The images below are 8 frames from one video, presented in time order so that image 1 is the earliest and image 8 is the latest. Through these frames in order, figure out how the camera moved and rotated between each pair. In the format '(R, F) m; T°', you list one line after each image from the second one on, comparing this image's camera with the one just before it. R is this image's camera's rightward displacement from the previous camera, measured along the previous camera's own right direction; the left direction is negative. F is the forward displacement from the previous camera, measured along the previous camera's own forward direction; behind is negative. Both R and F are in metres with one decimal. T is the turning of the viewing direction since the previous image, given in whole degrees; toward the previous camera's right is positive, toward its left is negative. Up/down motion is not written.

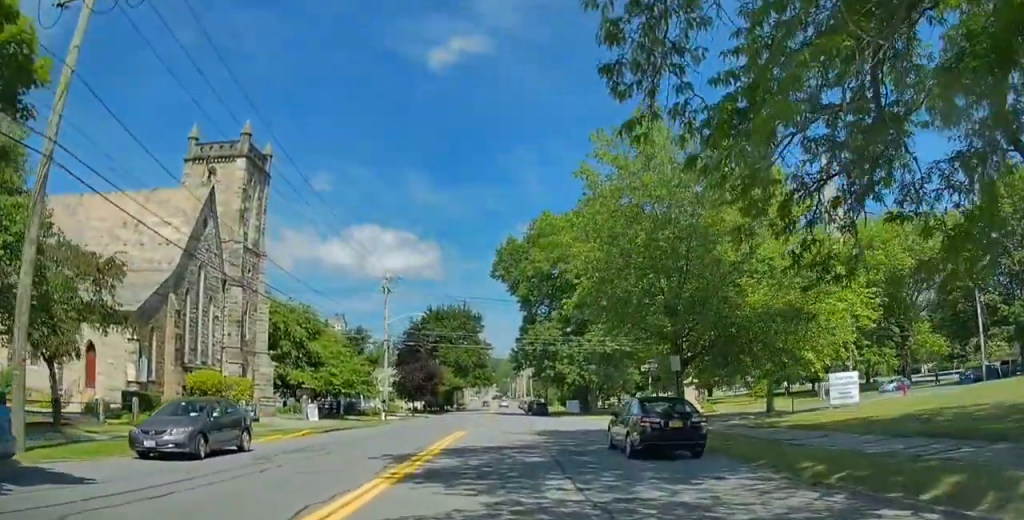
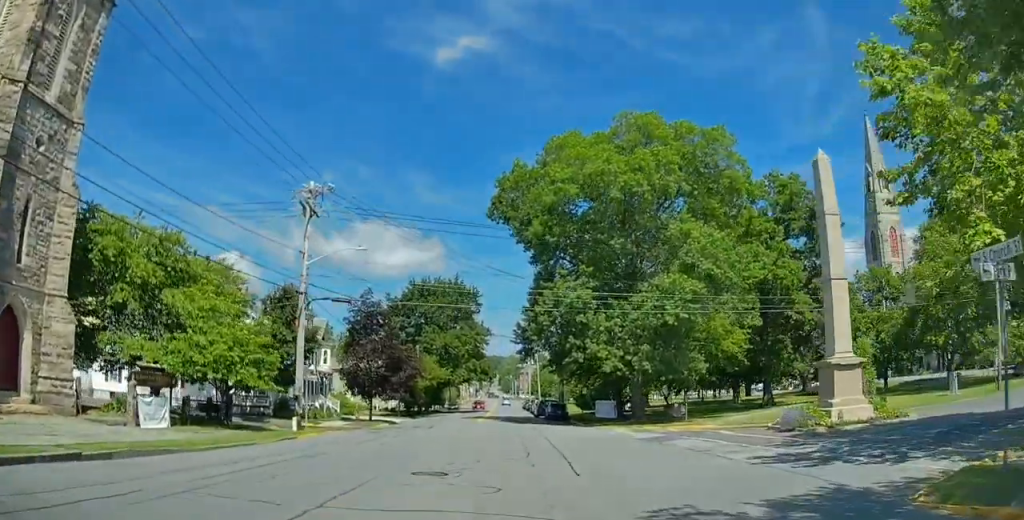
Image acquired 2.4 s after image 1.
(-0.2, +24.1) m; -2°
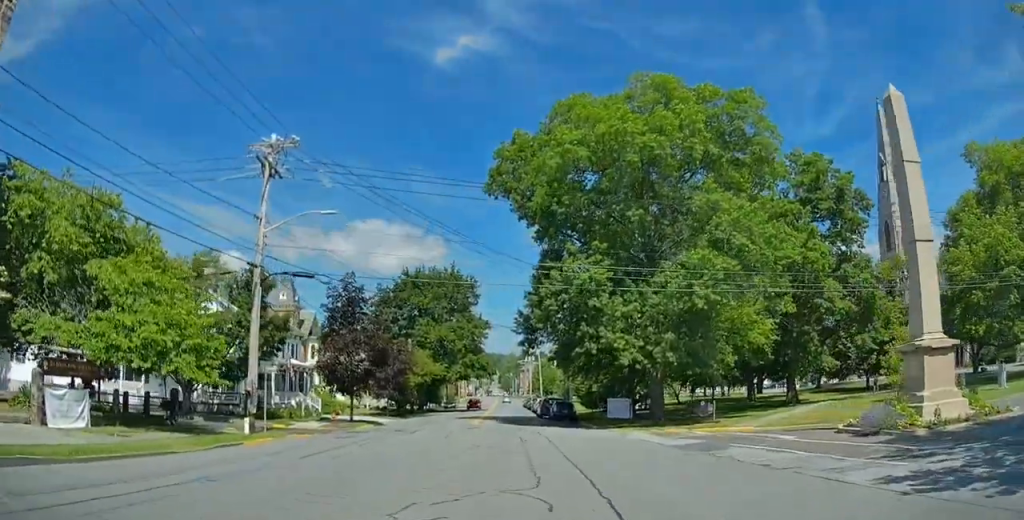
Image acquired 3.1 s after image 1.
(+0.2, +6.3) m; +7°
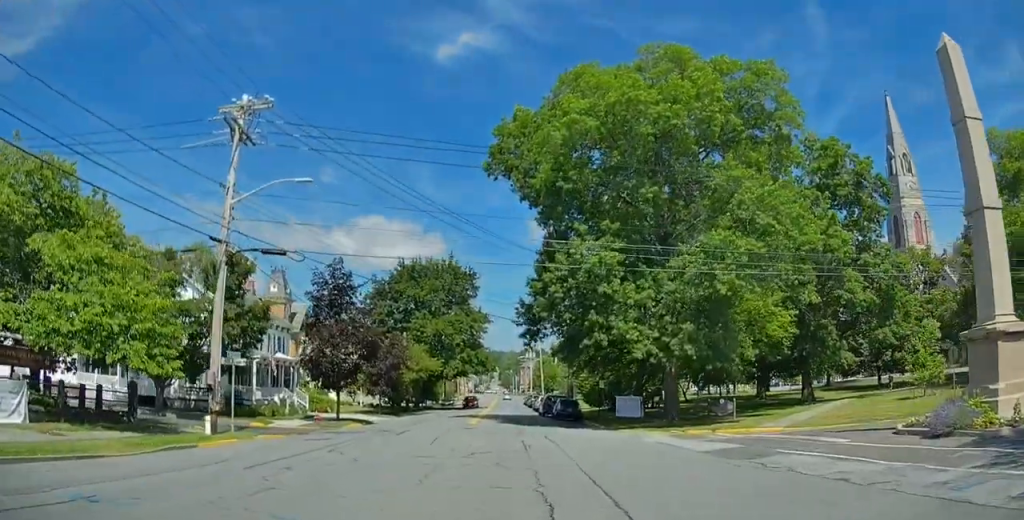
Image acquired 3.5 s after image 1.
(-0.3, +3.8) m; +5°
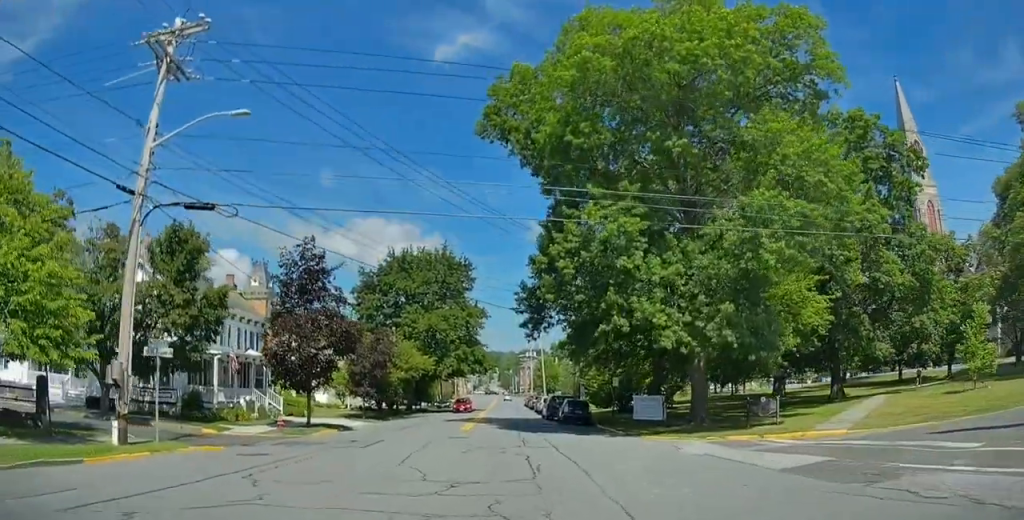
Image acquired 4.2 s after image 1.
(+1.1, +6.2) m; -7°
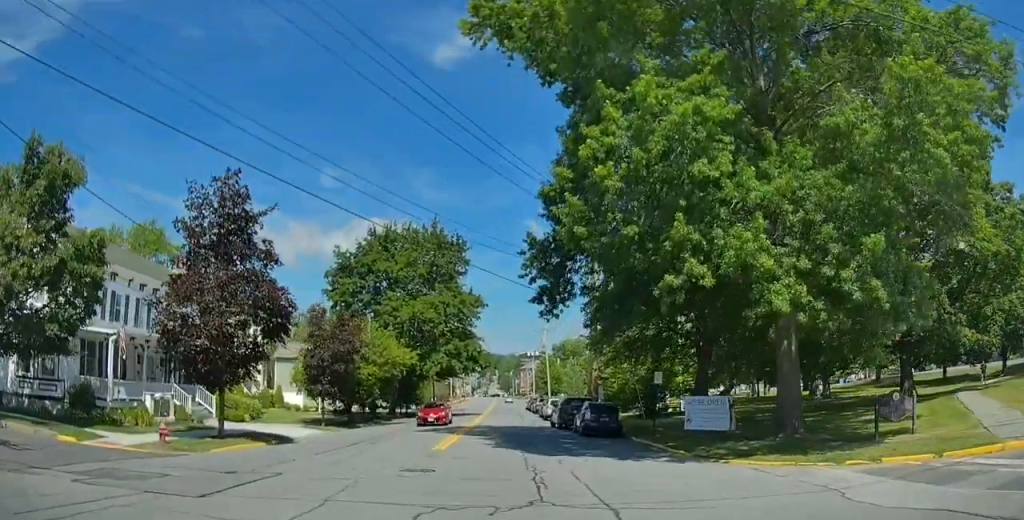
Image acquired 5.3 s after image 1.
(-2.2, +9.0) m; -13°
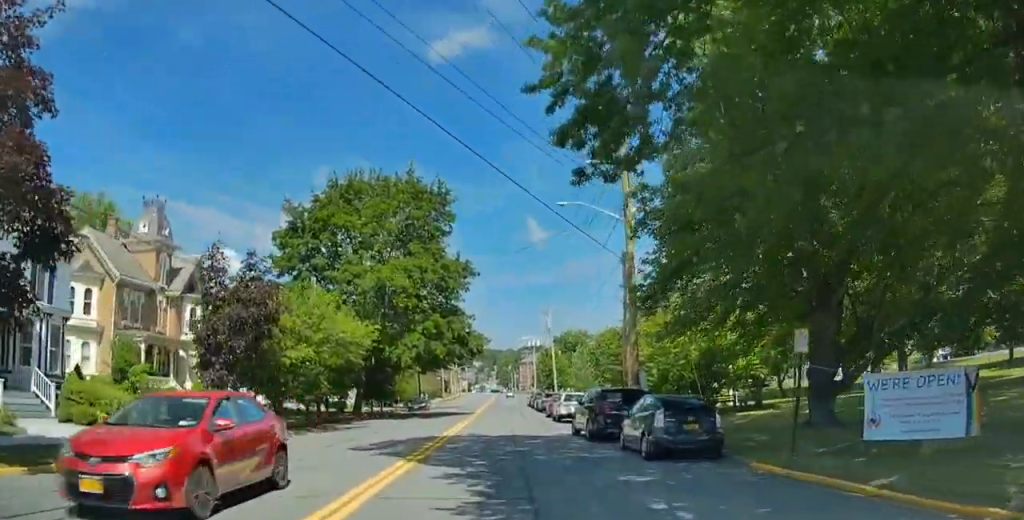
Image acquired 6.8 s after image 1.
(+2.1, +13.3) m; +14°
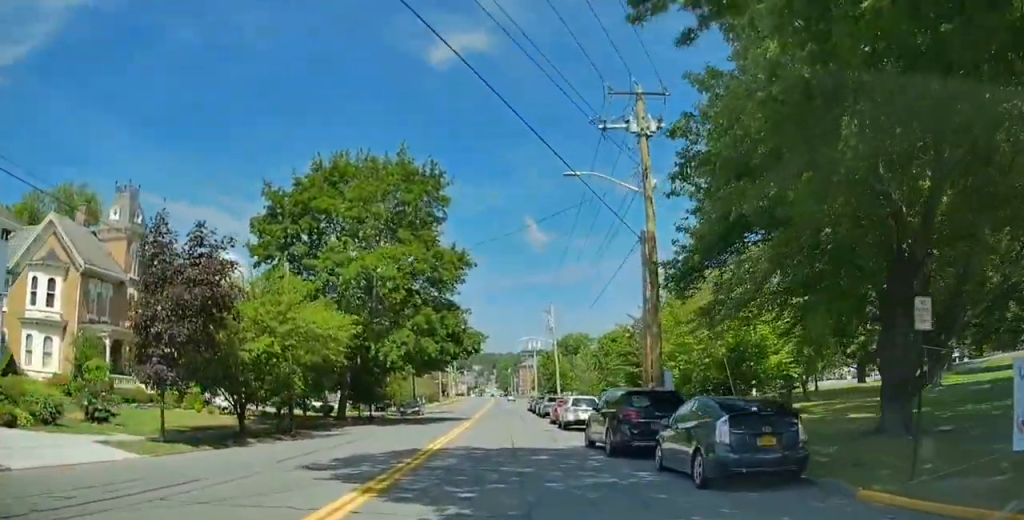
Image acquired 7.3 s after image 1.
(+0.2, +4.5) m; +2°
